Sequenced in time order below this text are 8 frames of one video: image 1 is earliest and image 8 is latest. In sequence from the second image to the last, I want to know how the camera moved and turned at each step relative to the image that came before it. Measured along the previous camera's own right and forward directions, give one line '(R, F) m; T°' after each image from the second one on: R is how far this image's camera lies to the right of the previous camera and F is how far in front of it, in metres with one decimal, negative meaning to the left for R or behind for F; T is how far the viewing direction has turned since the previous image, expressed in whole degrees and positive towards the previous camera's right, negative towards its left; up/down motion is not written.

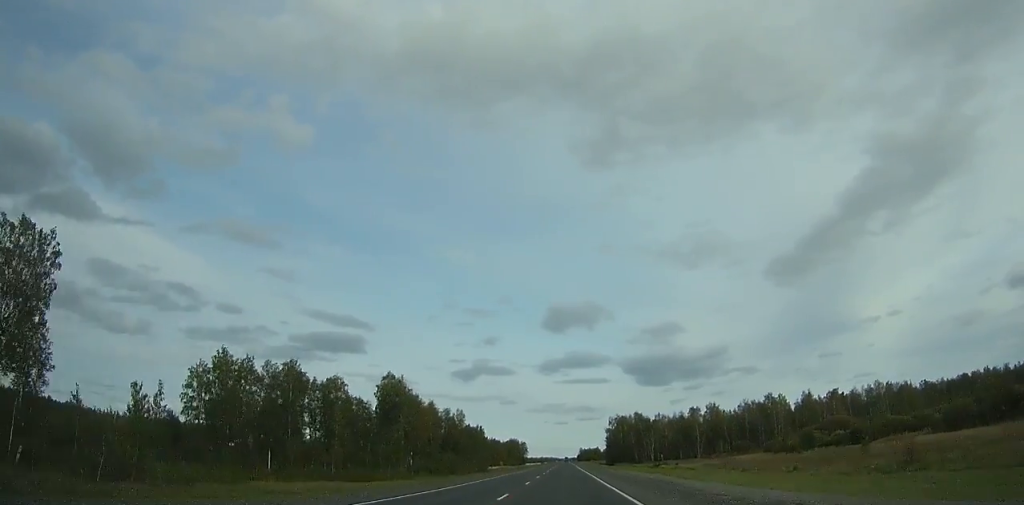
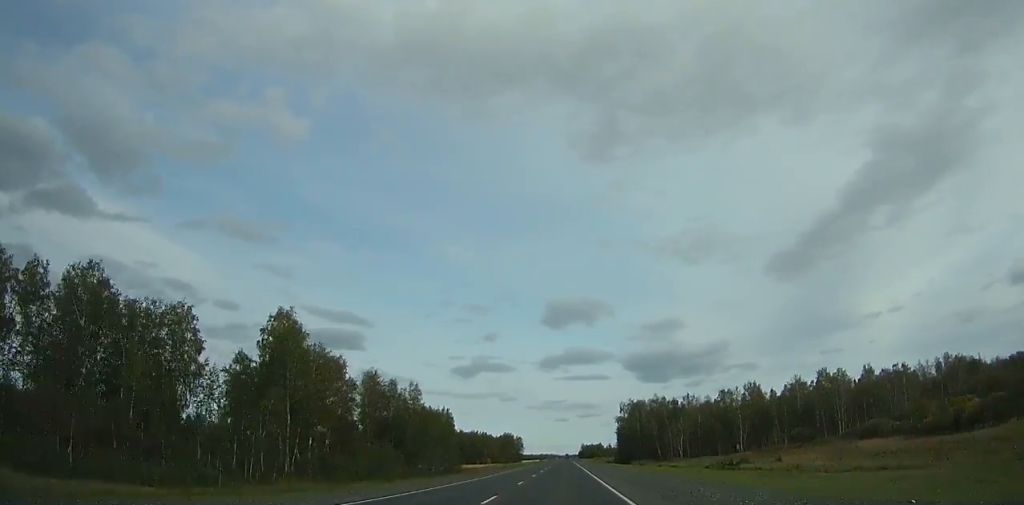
(0.0, +49.9) m; 0°
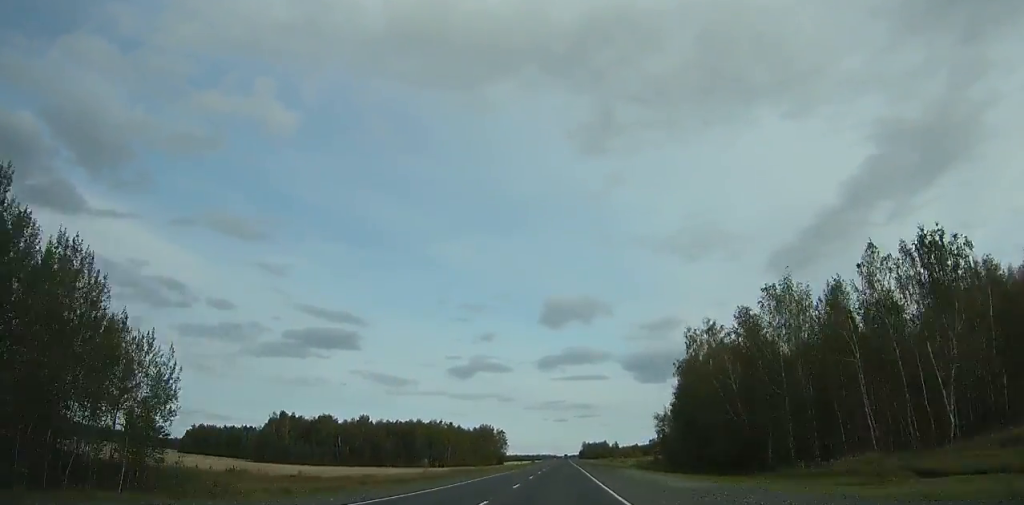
(0.0, +110.1) m; 0°
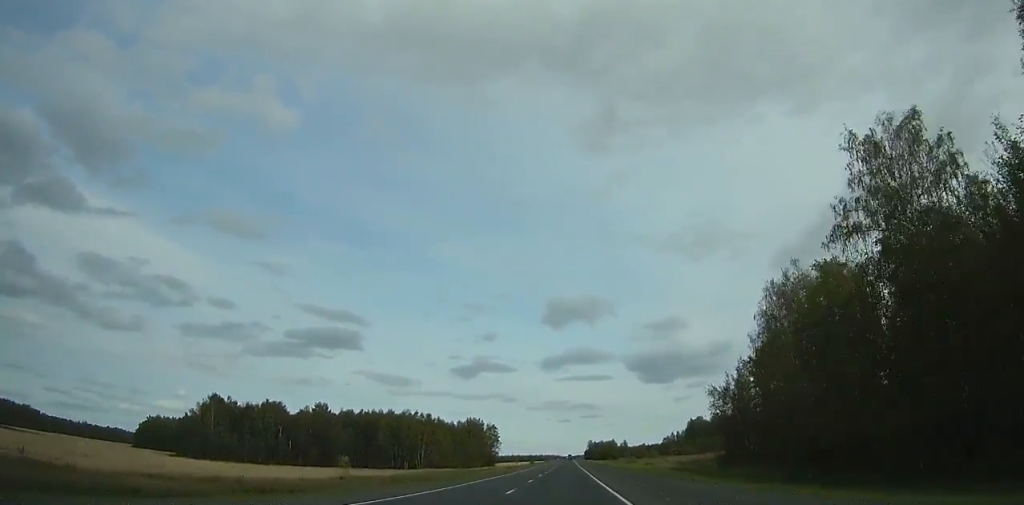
(0.0, +52.3) m; 0°
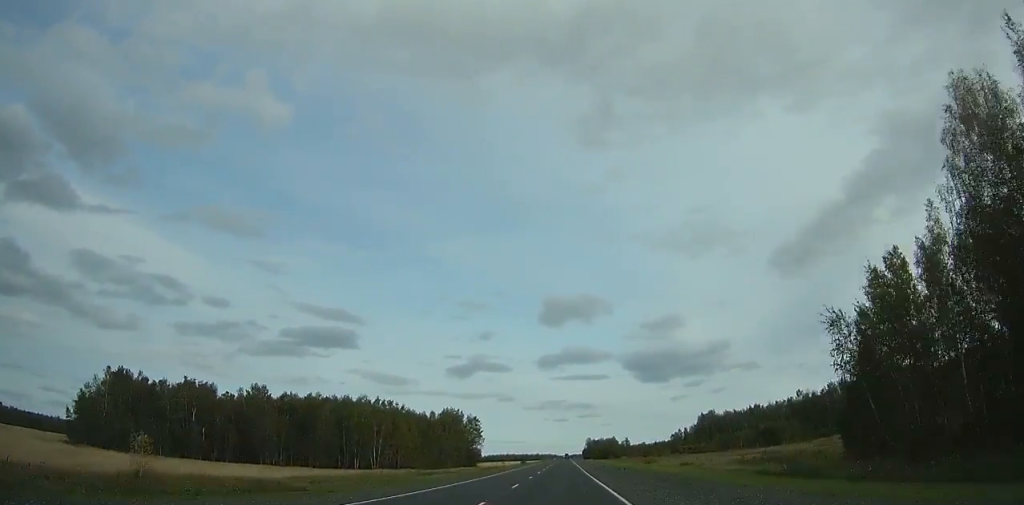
(0.0, +44.2) m; 0°
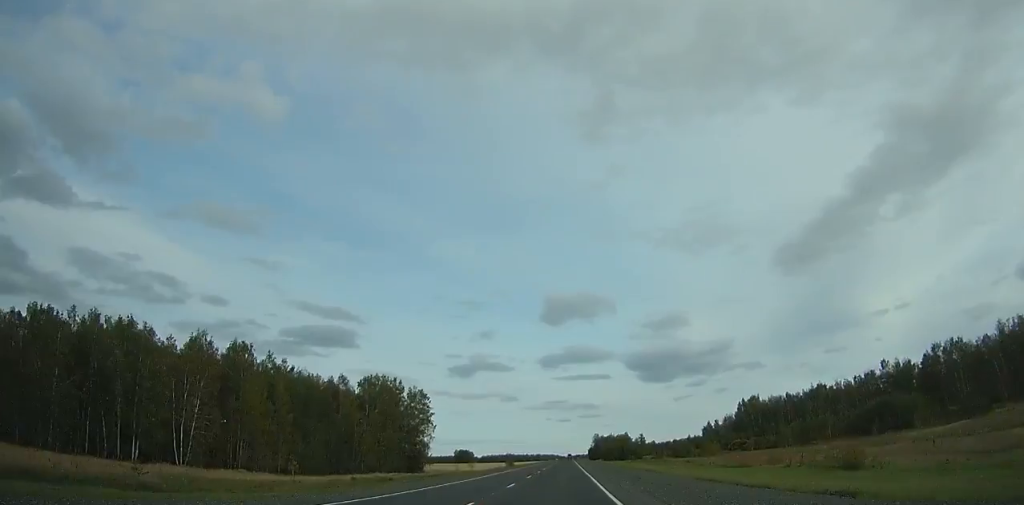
(0.0, +85.2) m; 0°
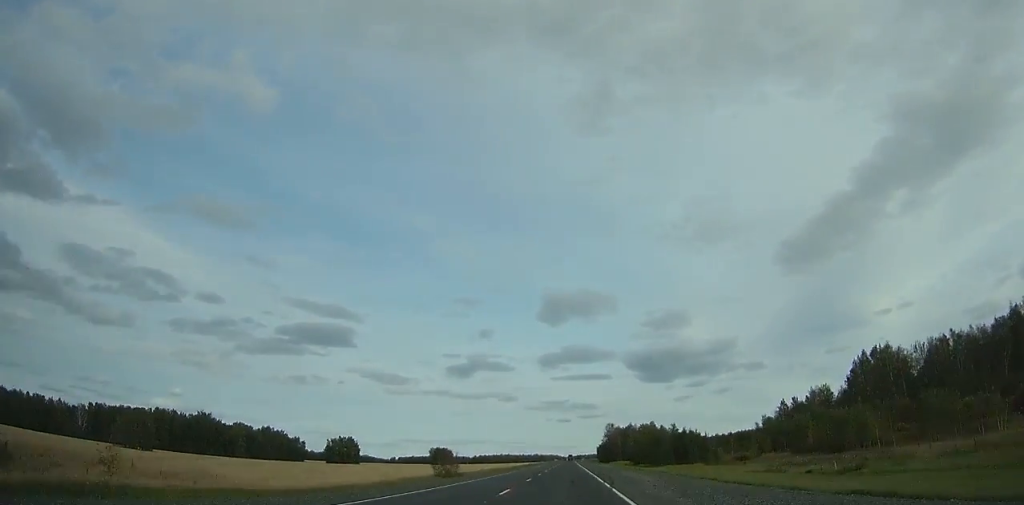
(0.0, +123.7) m; 0°
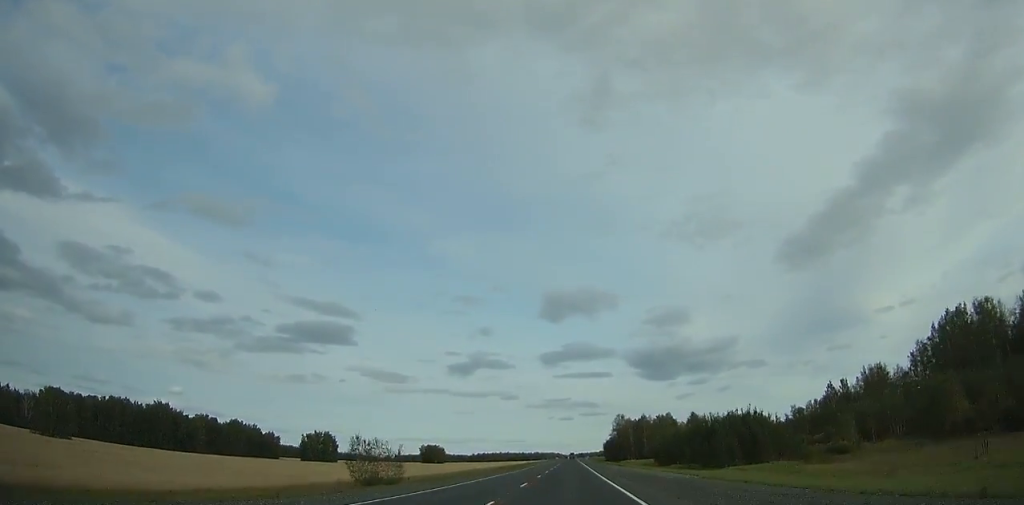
(-0.1, +41.5) m; 0°
